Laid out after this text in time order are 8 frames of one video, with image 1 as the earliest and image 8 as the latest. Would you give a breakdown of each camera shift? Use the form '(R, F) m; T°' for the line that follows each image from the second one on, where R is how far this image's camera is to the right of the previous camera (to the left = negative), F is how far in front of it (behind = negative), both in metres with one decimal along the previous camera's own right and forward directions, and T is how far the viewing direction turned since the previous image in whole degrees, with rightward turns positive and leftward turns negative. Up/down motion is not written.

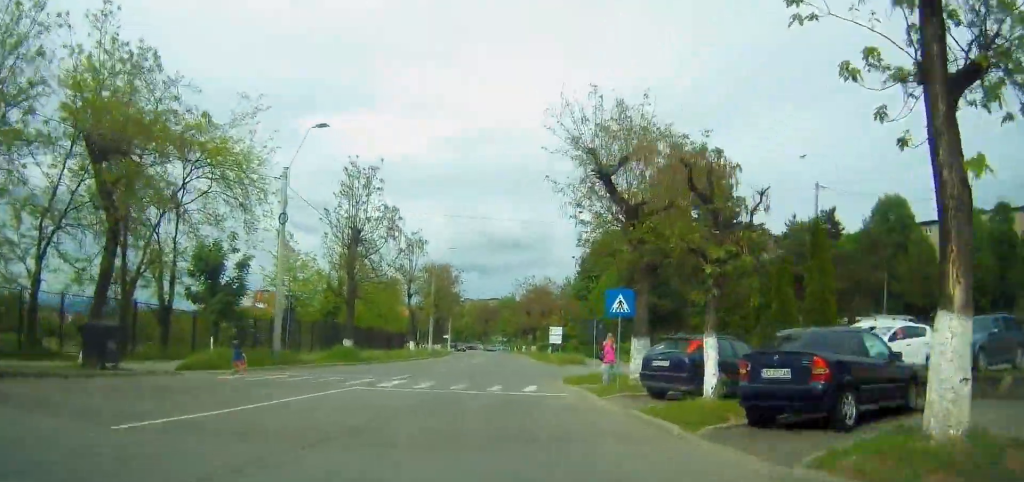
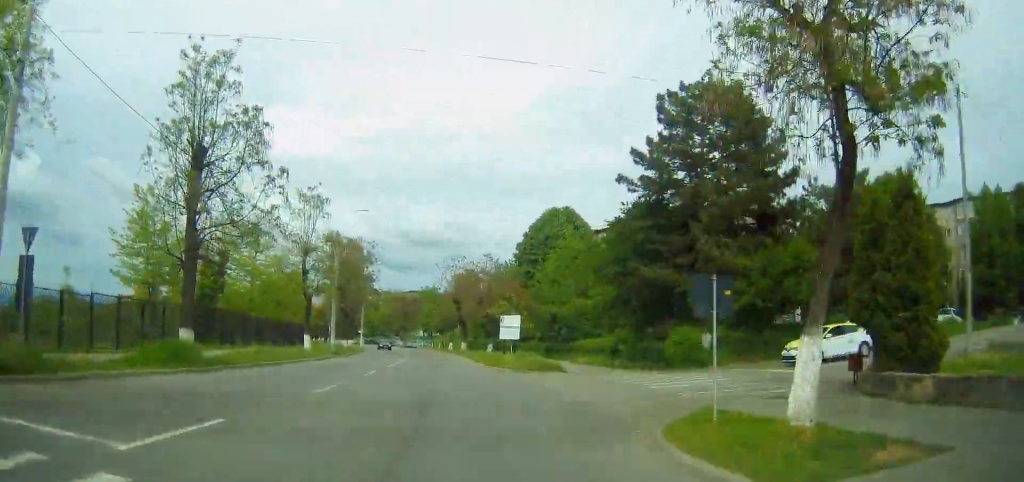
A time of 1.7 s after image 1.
(+1.6, +18.1) m; +5°
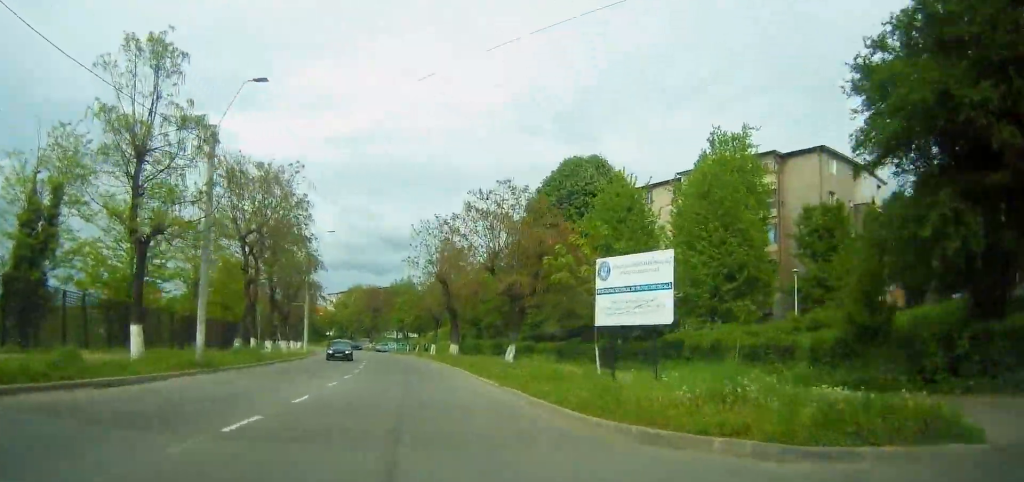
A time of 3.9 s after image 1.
(+0.4, +25.1) m; +1°
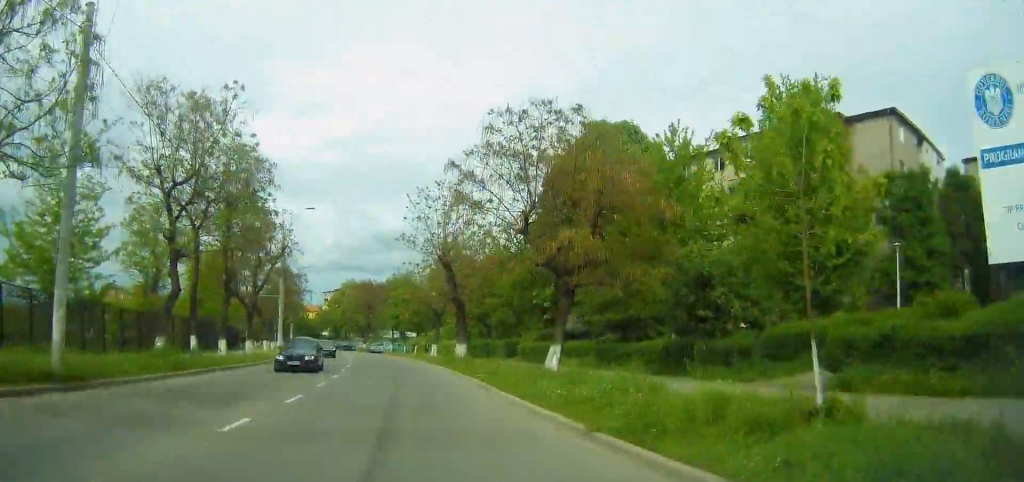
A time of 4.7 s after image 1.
(0.0, +9.7) m; 0°
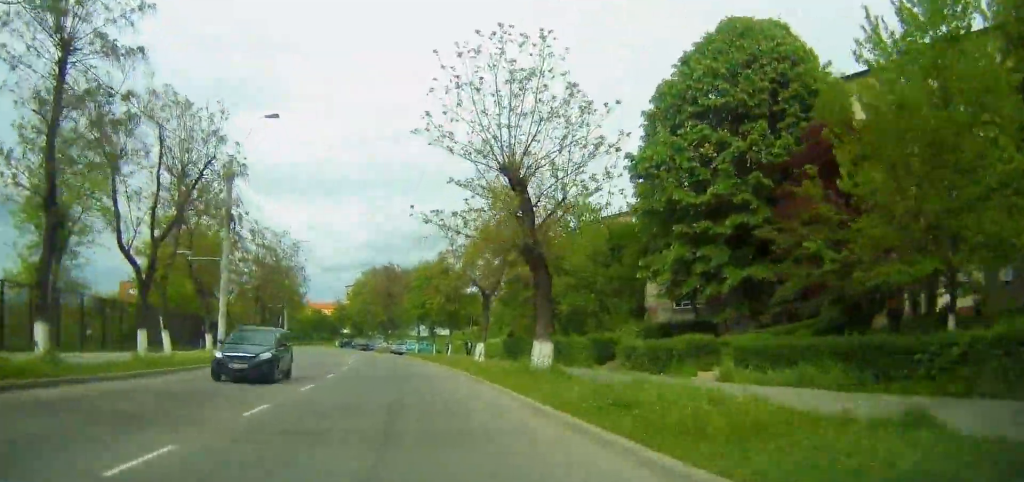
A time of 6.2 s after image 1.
(0.0, +18.1) m; -1°
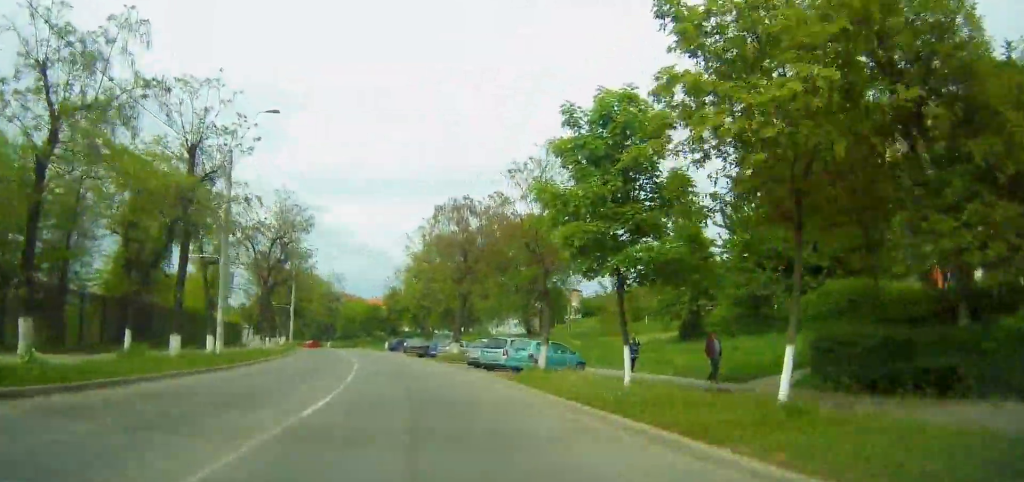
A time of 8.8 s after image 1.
(-1.8, +34.9) m; -8°
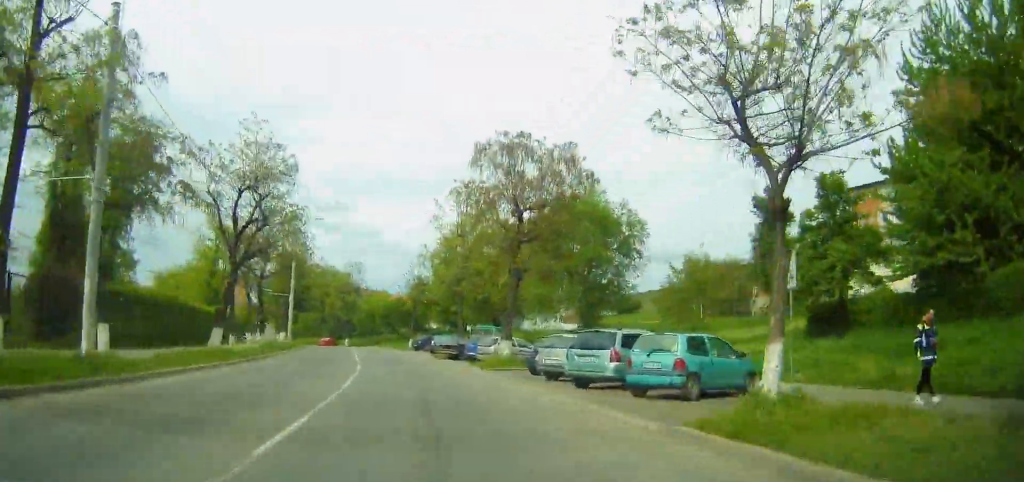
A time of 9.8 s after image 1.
(-0.5, +12.7) m; -3°
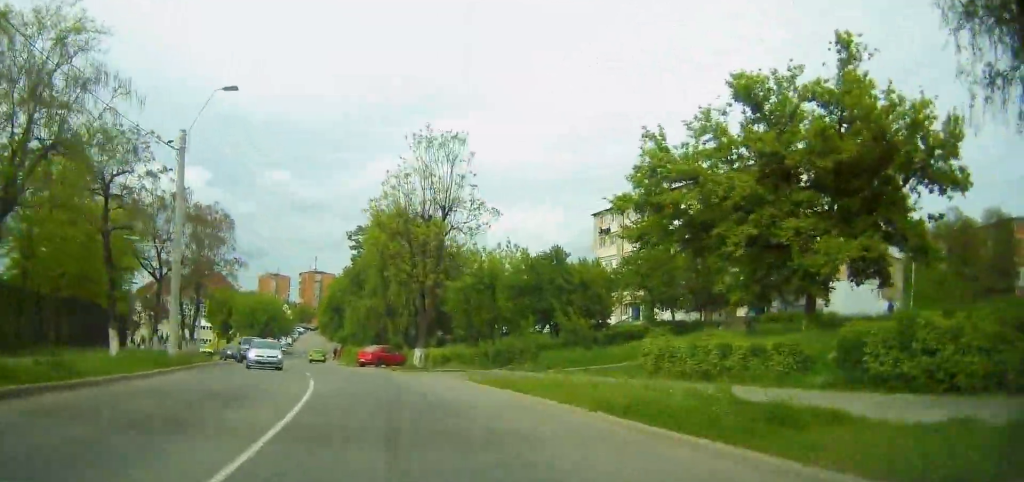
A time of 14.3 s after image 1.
(-4.3, +62.9) m; -11°
